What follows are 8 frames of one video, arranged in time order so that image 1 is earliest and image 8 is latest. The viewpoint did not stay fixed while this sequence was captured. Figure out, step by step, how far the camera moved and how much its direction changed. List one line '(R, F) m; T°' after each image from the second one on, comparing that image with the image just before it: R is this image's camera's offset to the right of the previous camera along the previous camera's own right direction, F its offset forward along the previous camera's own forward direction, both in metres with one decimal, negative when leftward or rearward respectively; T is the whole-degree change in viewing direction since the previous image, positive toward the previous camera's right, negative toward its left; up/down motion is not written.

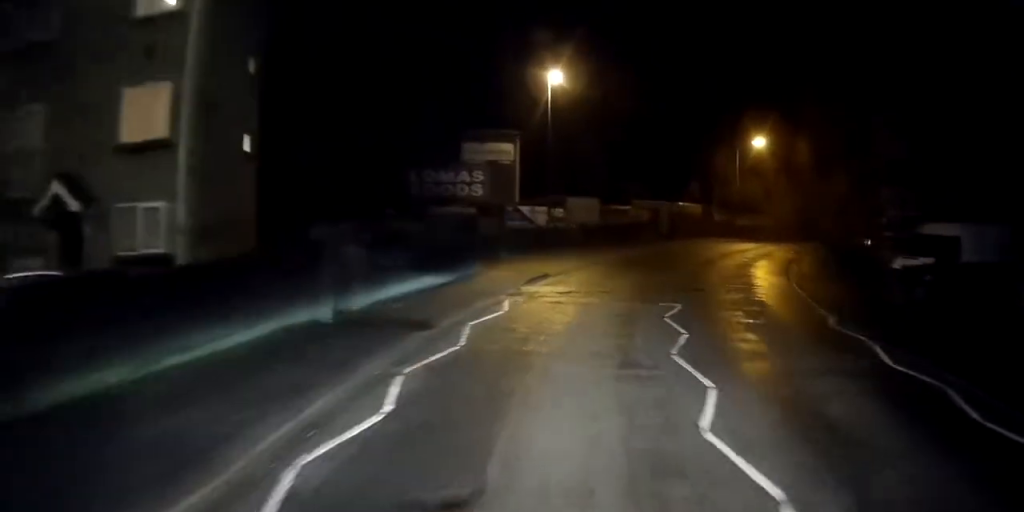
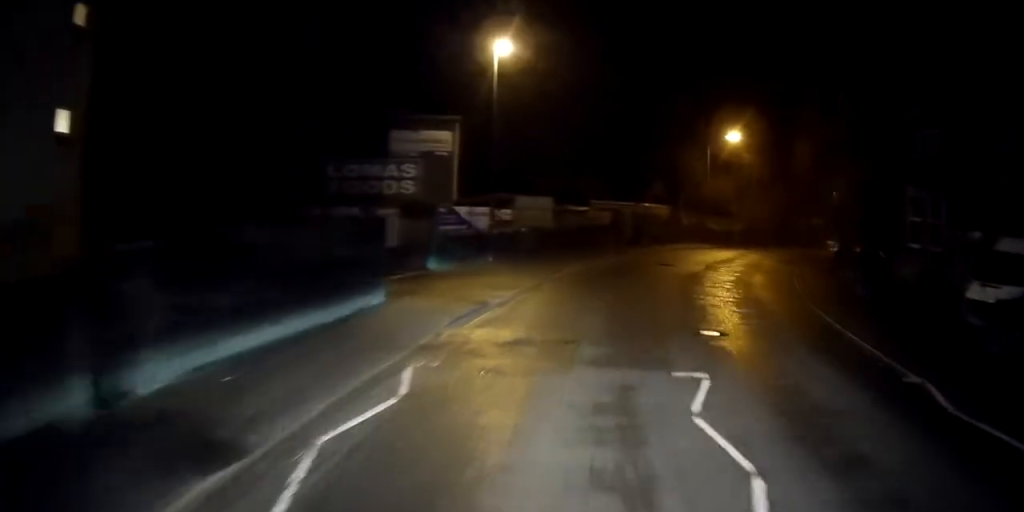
(+0.1, +6.3) m; +3°
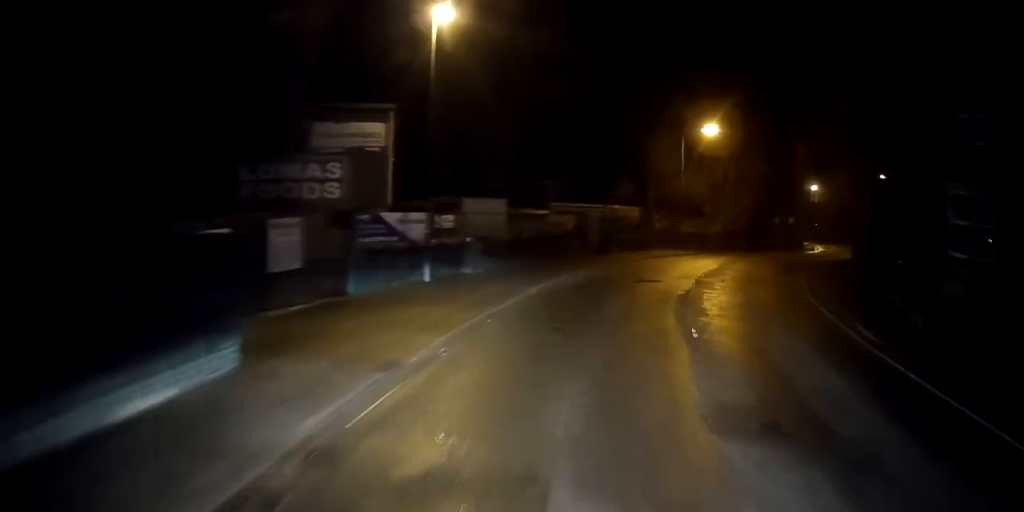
(0.0, +5.3) m; +3°
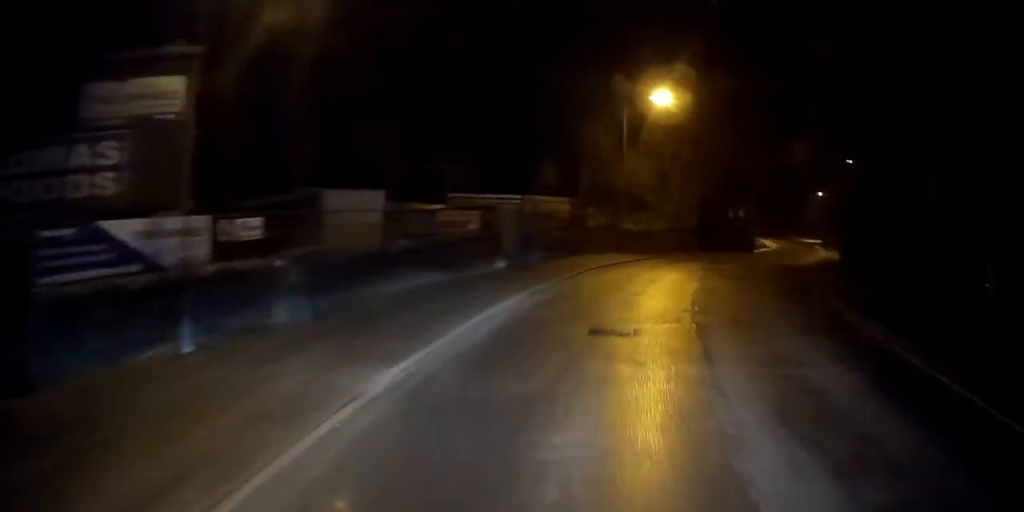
(+0.7, +10.6) m; +9°
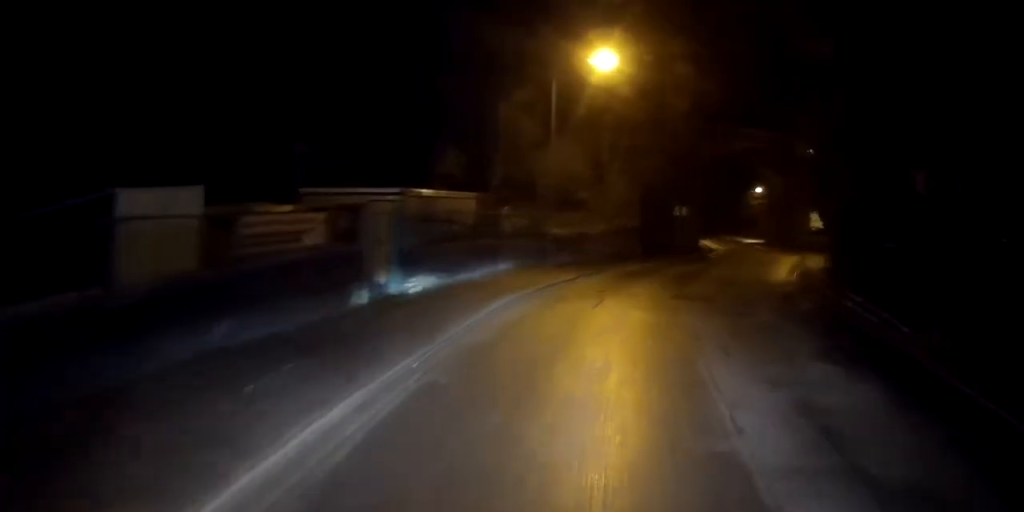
(+0.8, +8.8) m; +9°
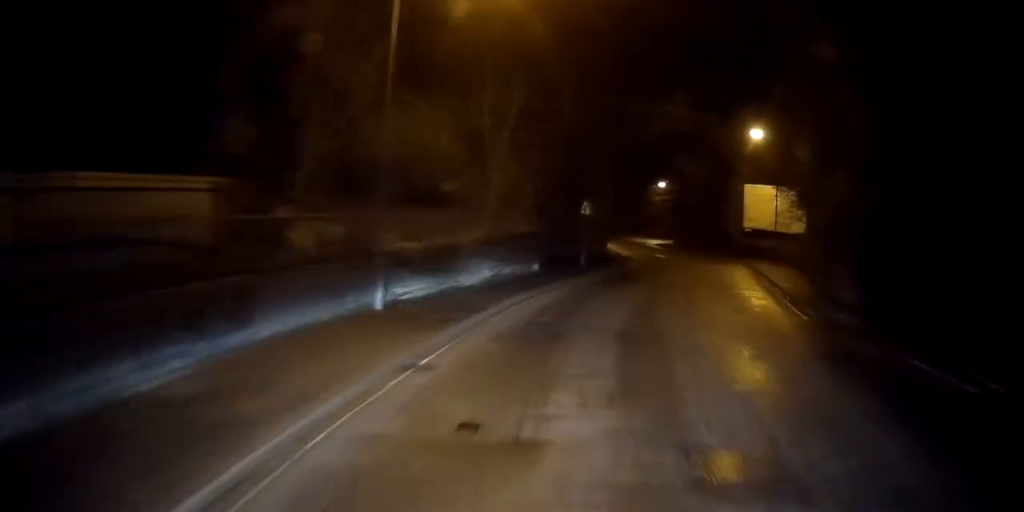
(+1.1, +12.1) m; +10°
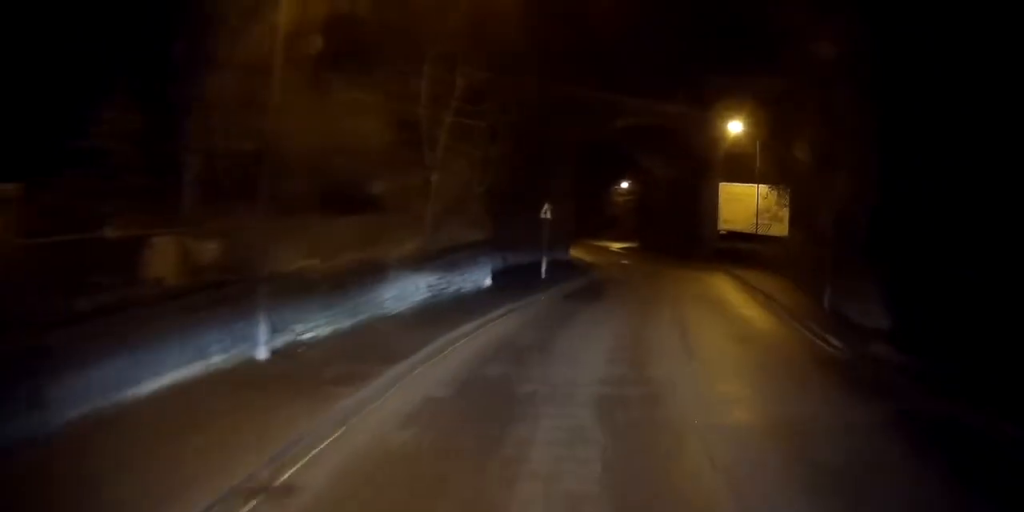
(+0.2, +4.3) m; +3°
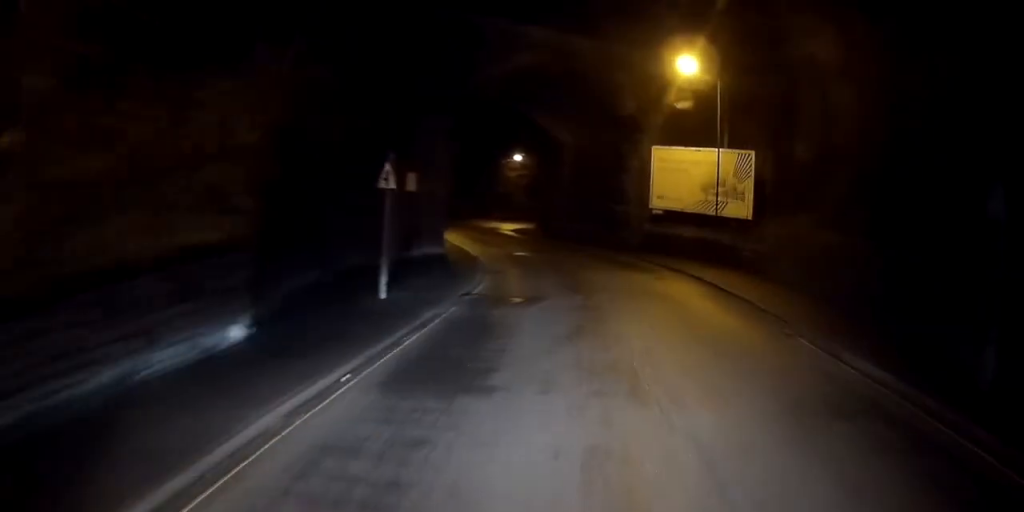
(+0.9, +12.6) m; +7°
